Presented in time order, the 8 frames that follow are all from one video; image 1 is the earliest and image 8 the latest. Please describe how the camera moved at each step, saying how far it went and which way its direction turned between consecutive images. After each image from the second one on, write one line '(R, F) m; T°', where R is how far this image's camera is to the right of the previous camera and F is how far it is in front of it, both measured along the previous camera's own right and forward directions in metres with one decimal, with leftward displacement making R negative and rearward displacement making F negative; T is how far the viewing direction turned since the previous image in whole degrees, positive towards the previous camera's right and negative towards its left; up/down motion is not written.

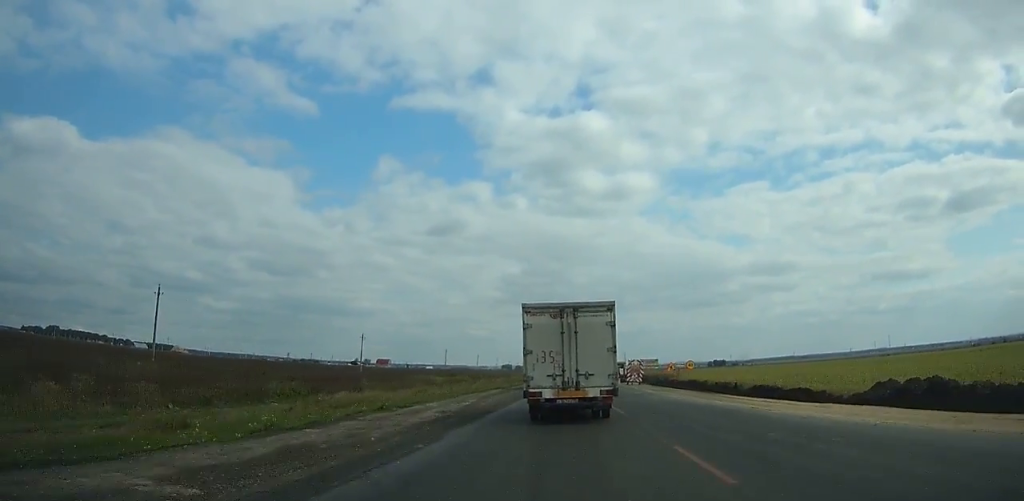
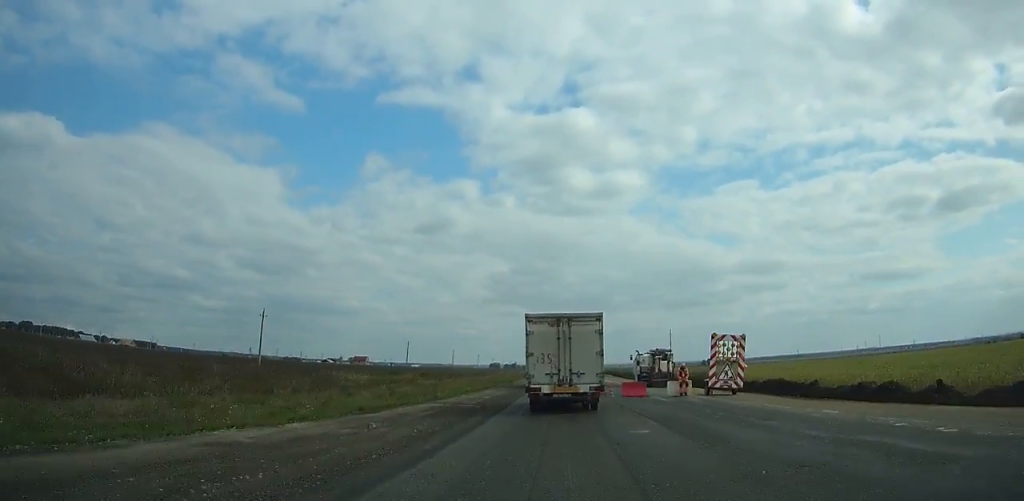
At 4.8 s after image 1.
(+0.7, +42.5) m; +1°
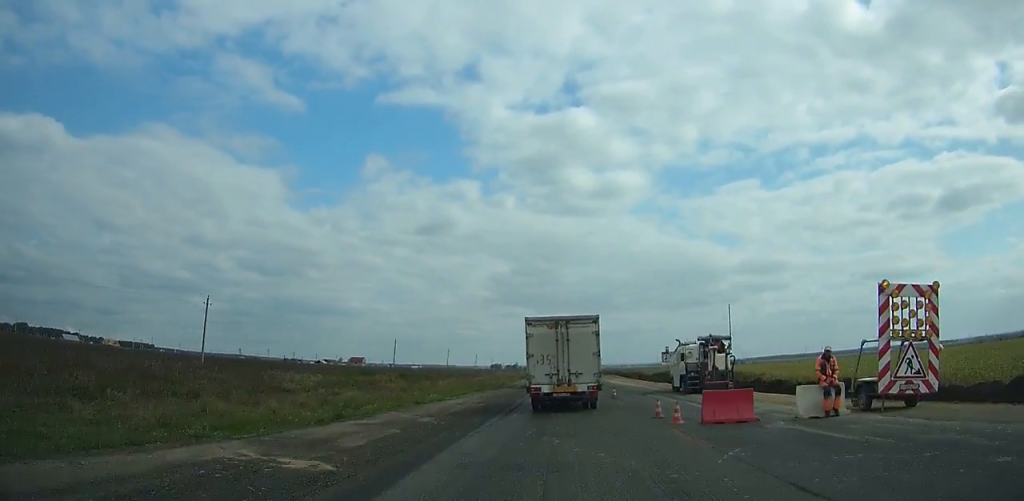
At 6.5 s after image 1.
(0.0, +14.8) m; 0°
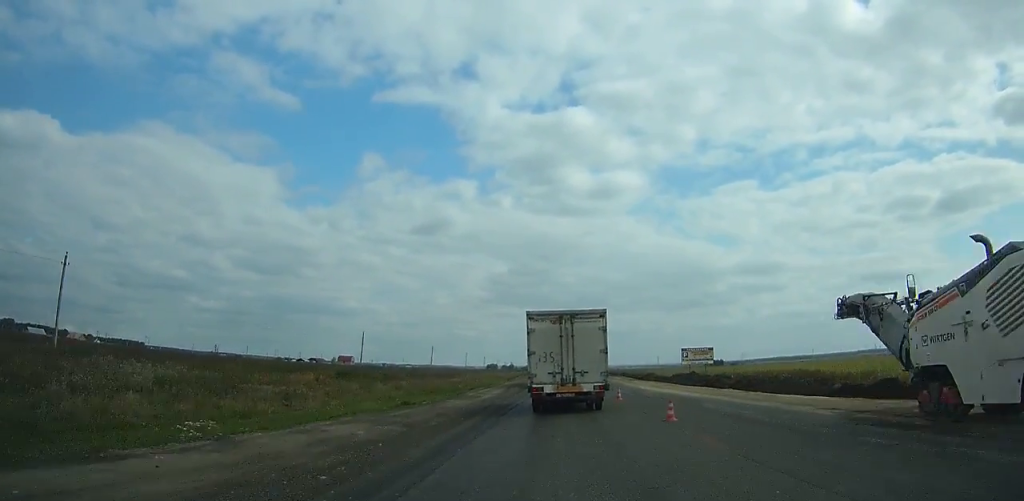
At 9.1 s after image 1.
(0.0, +22.5) m; 0°
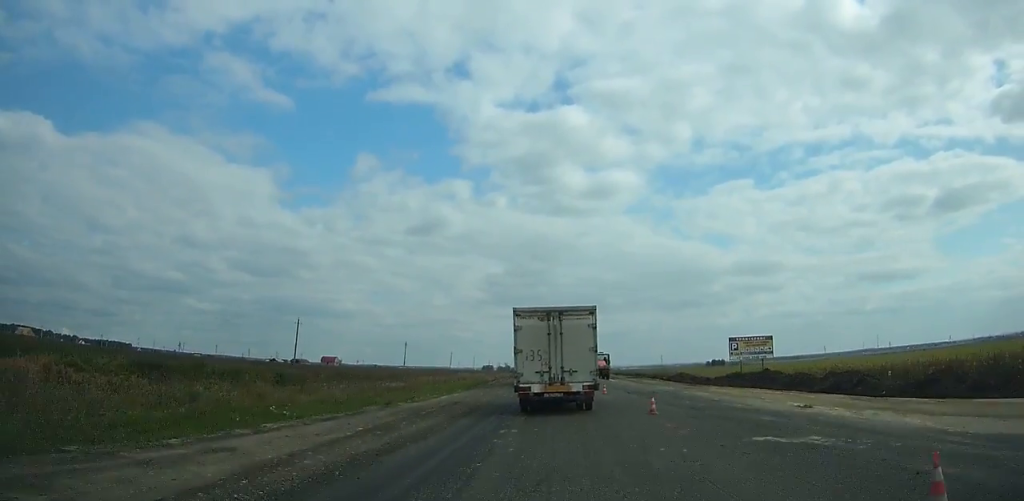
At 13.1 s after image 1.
(-0.1, +33.7) m; 0°
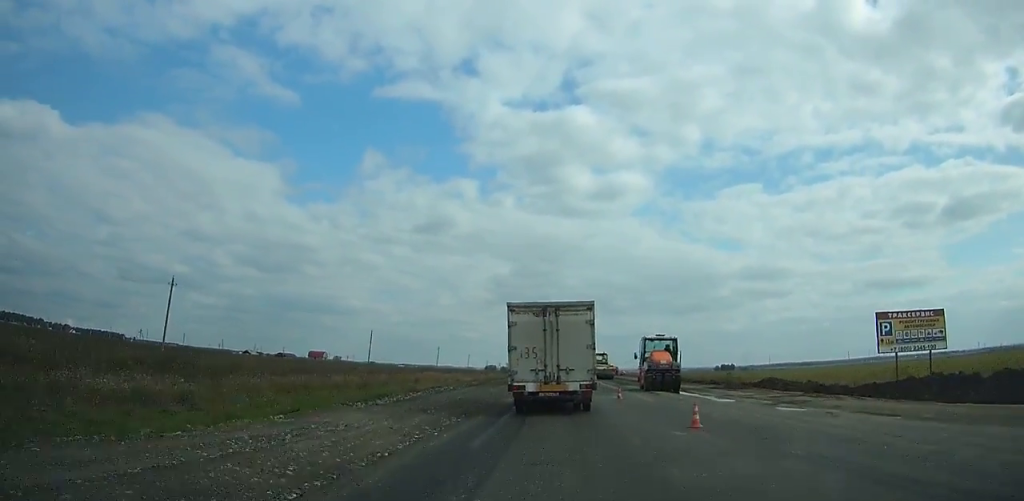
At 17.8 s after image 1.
(0.0, +37.3) m; 0°
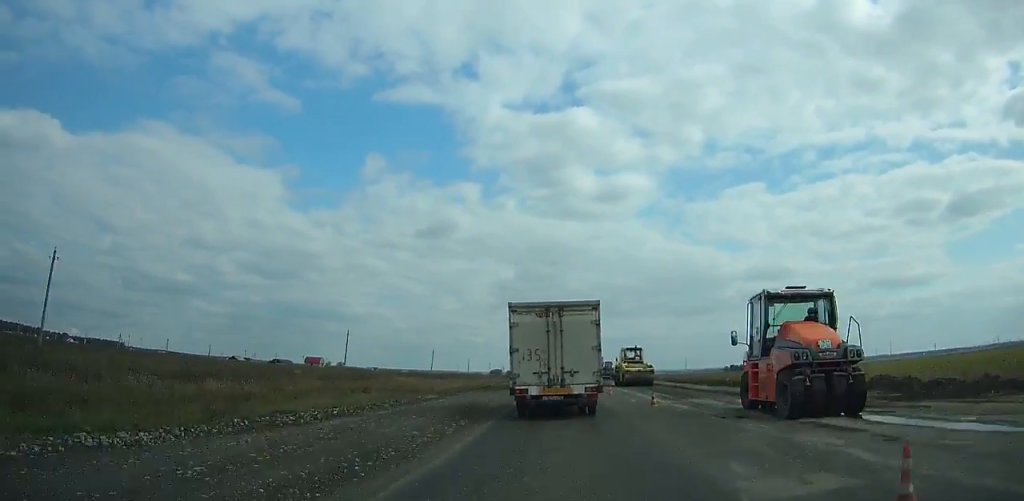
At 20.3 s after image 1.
(0.0, +18.7) m; 0°
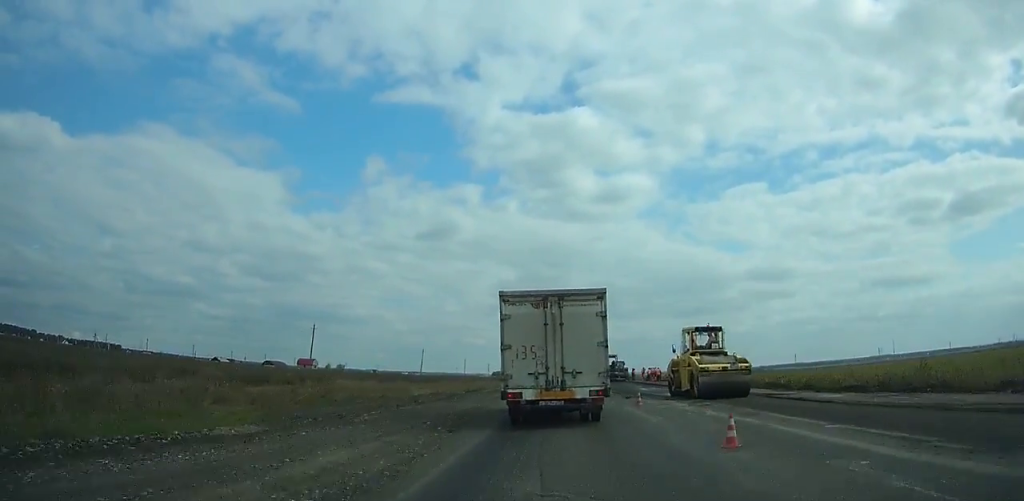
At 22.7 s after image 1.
(0.0, +17.2) m; 0°
